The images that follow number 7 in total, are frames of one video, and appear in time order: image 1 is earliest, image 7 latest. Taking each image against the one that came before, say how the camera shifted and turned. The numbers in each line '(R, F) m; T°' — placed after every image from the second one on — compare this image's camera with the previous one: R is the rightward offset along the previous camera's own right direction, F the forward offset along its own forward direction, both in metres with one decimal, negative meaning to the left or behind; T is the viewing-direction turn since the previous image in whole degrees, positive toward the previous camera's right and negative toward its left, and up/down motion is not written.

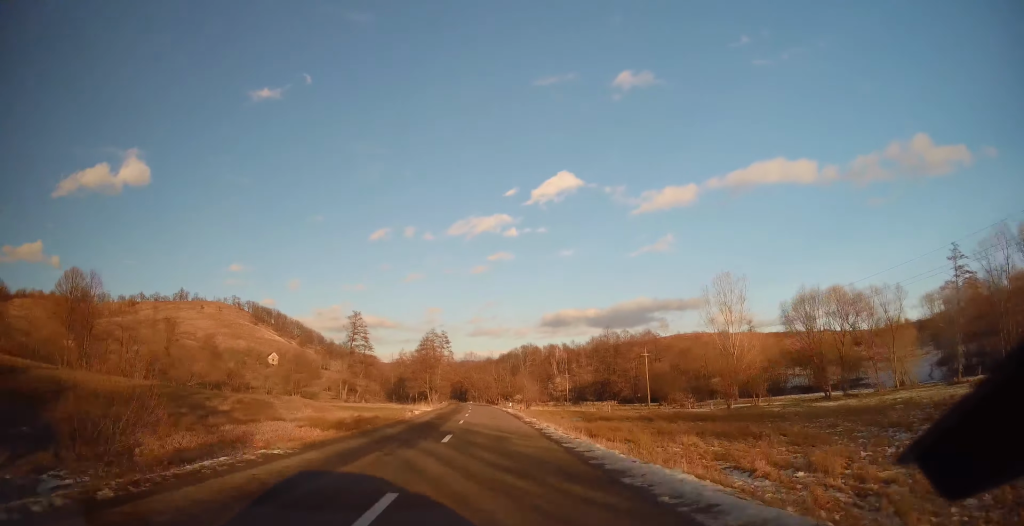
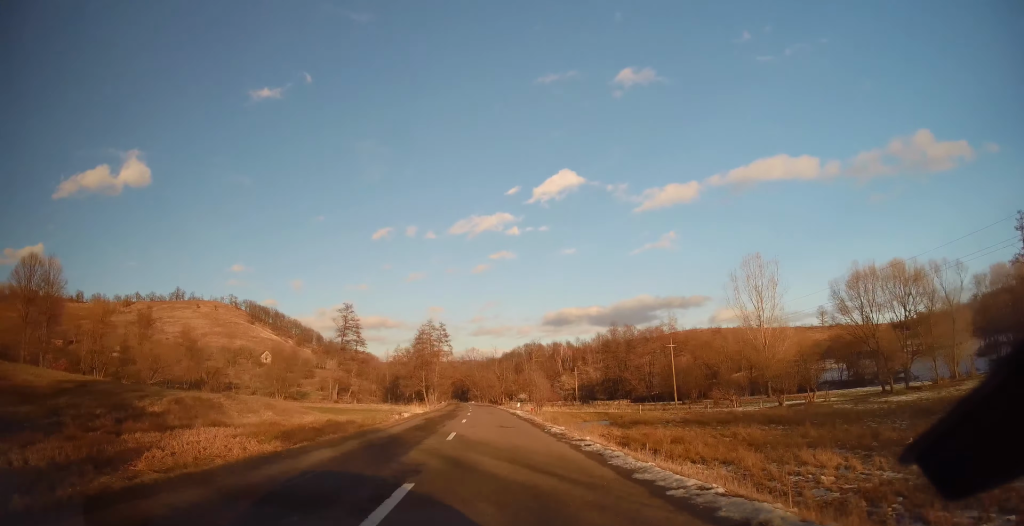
(0.0, +10.8) m; 0°
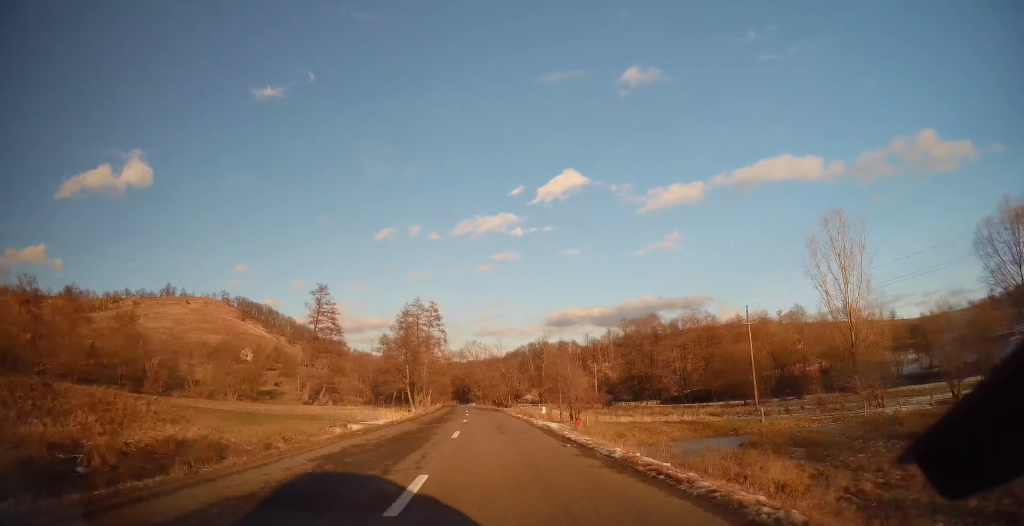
(0.0, +21.9) m; 0°
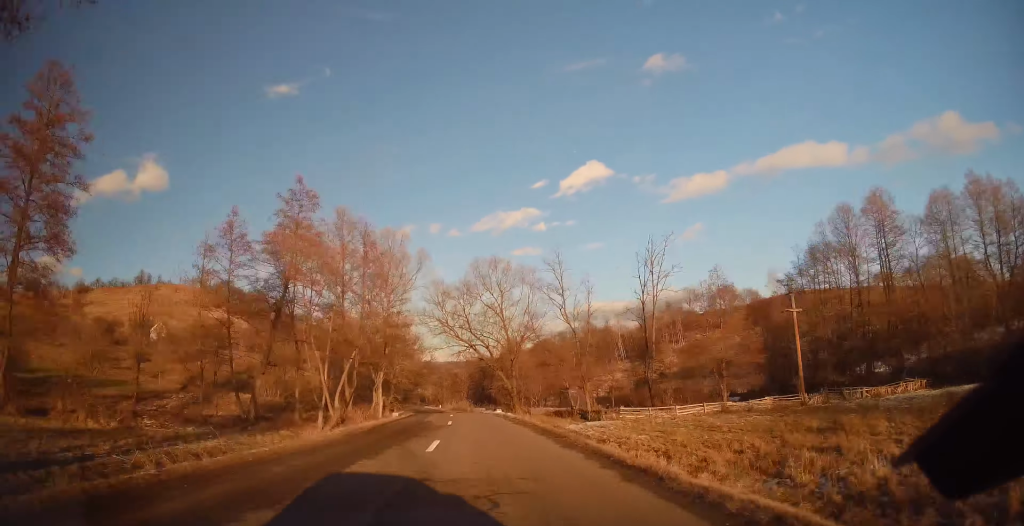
(-2.1, +72.9) m; -4°
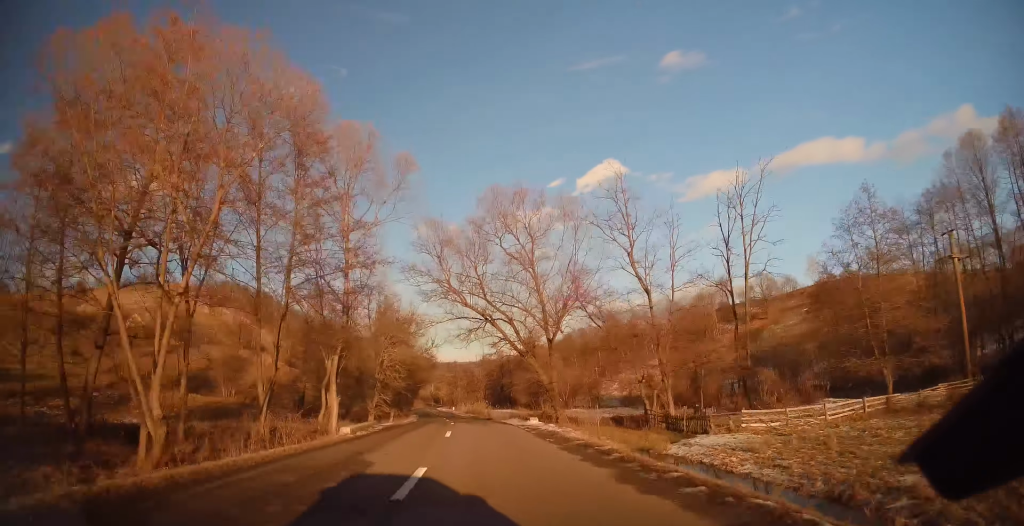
(-0.2, +18.2) m; -2°
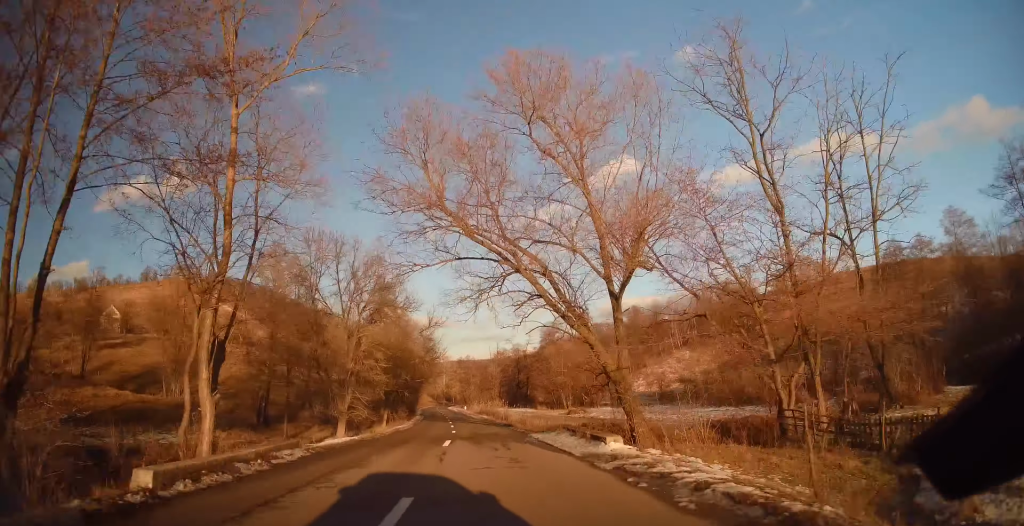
(+0.1, +13.9) m; -1°
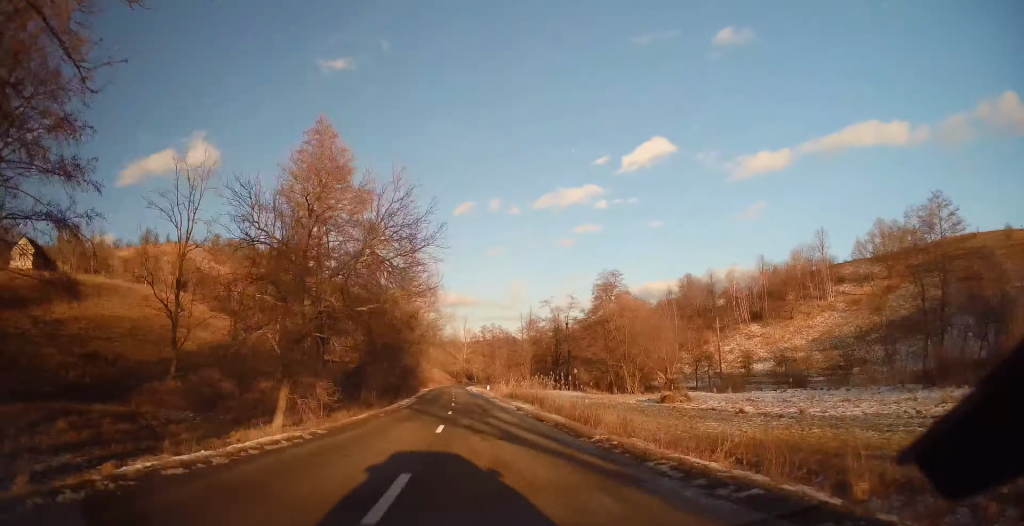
(-1.2, +34.0) m; -2°
